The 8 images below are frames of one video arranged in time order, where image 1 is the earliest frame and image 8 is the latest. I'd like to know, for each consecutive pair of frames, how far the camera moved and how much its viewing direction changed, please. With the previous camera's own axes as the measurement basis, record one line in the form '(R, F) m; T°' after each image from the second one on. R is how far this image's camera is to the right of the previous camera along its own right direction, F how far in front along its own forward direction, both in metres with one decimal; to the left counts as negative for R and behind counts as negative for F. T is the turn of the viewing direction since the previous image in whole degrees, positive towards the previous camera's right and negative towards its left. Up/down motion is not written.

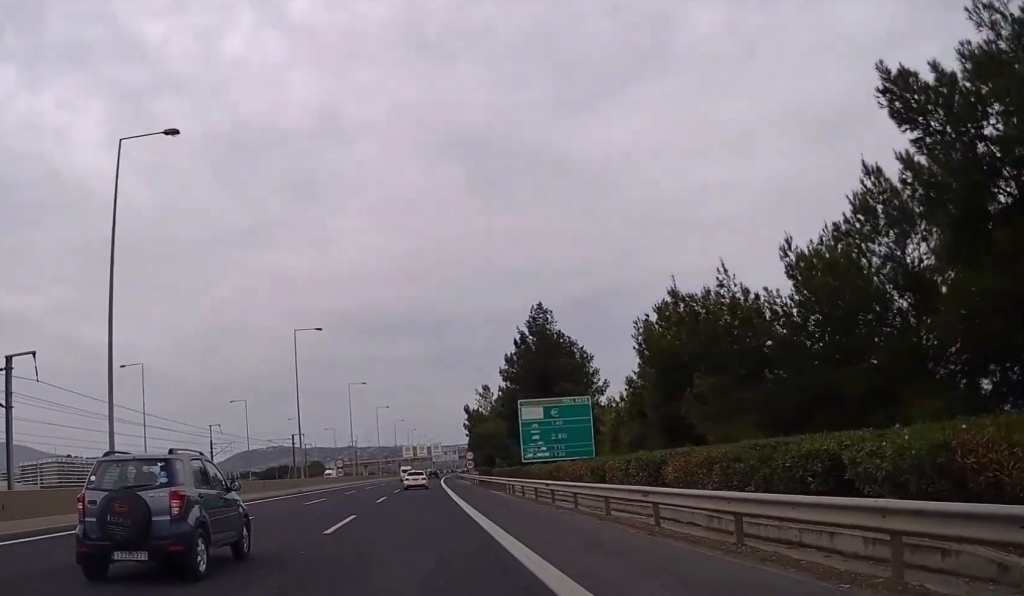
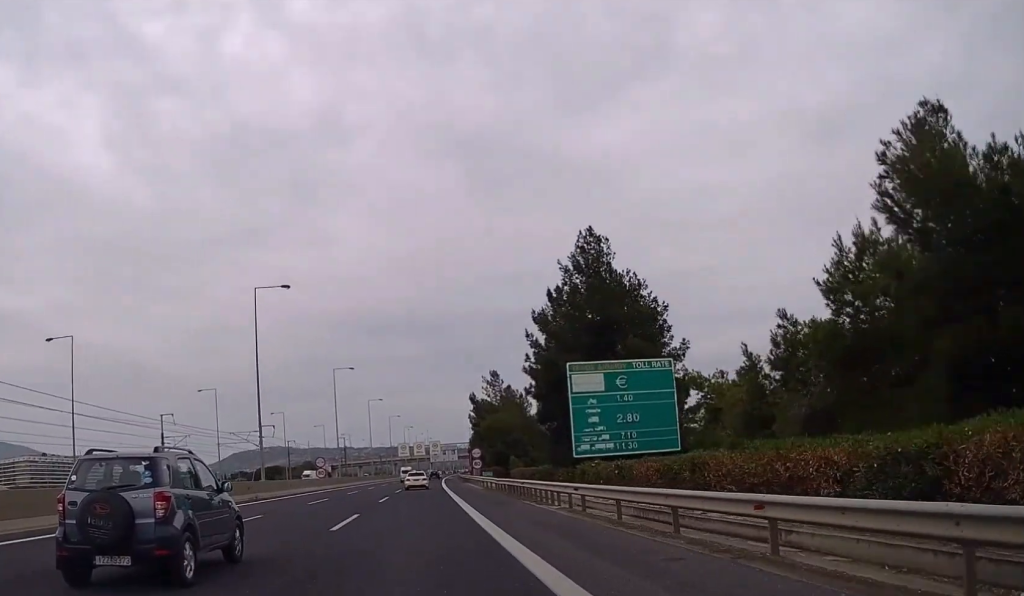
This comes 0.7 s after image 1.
(0.0, +16.6) m; 0°
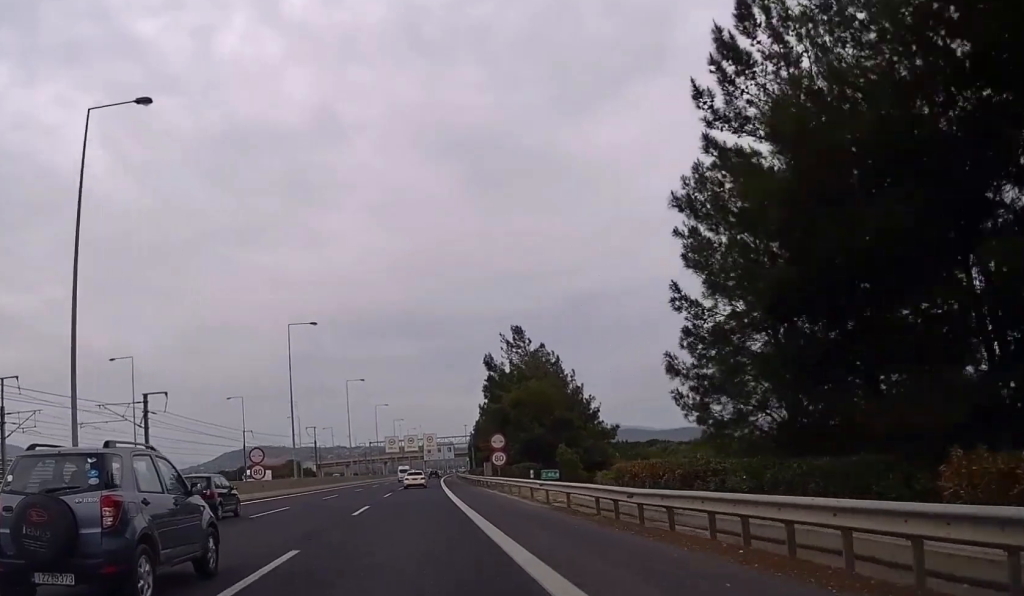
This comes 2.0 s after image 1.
(+0.2, +29.7) m; +1°
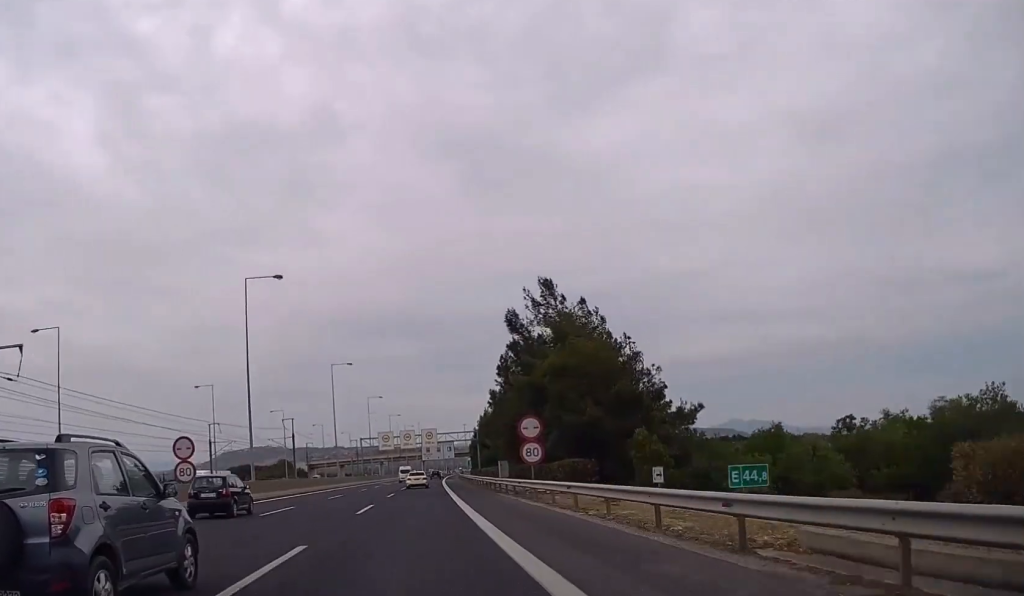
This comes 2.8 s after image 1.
(+0.1, +16.9) m; 0°
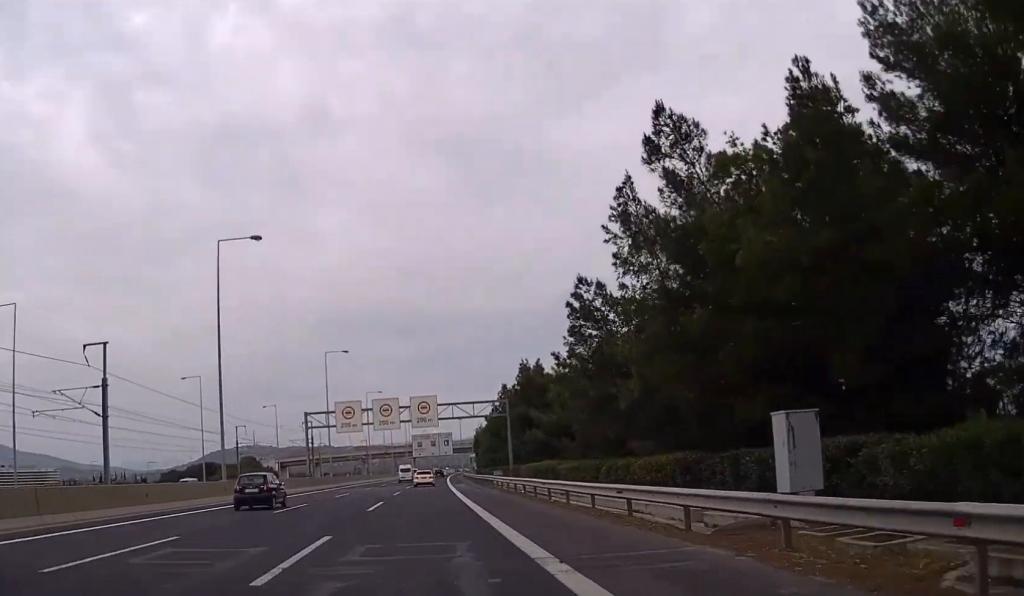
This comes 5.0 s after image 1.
(-0.1, +52.4) m; 0°
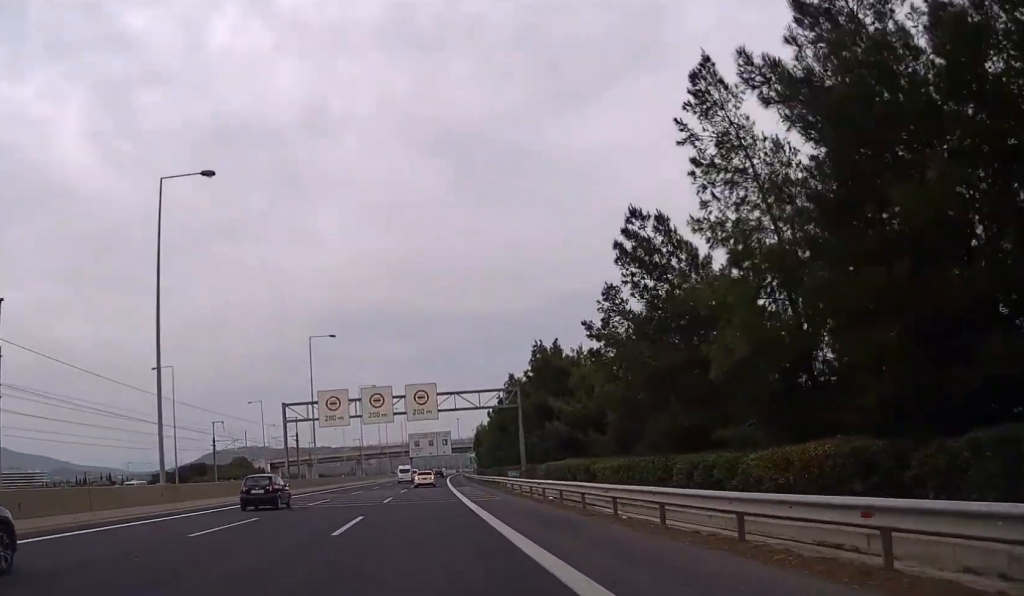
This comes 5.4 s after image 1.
(0.0, +10.2) m; 0°
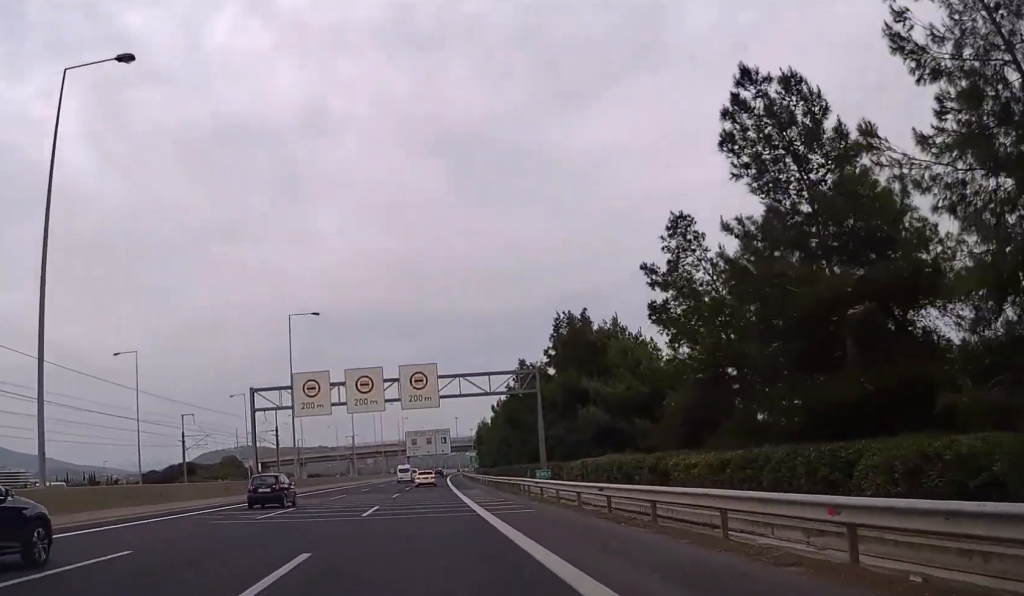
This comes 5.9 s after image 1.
(+0.1, +11.1) m; 0°
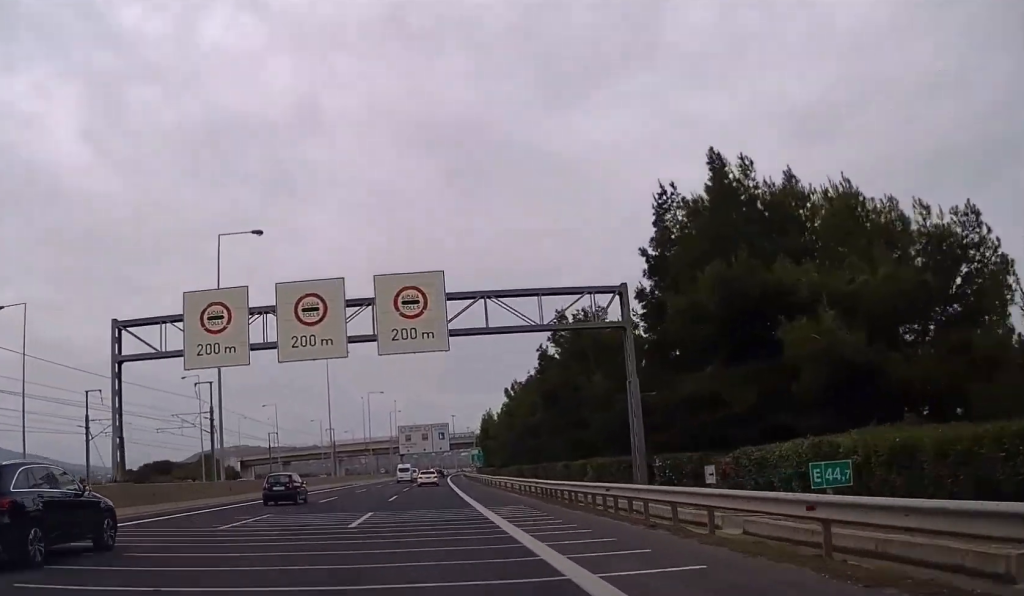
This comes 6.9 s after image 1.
(+0.2, +23.1) m; +1°
